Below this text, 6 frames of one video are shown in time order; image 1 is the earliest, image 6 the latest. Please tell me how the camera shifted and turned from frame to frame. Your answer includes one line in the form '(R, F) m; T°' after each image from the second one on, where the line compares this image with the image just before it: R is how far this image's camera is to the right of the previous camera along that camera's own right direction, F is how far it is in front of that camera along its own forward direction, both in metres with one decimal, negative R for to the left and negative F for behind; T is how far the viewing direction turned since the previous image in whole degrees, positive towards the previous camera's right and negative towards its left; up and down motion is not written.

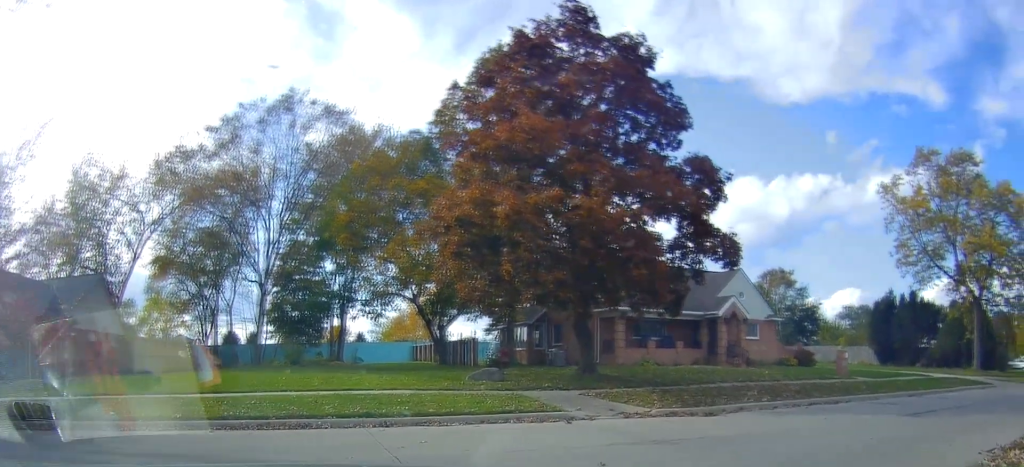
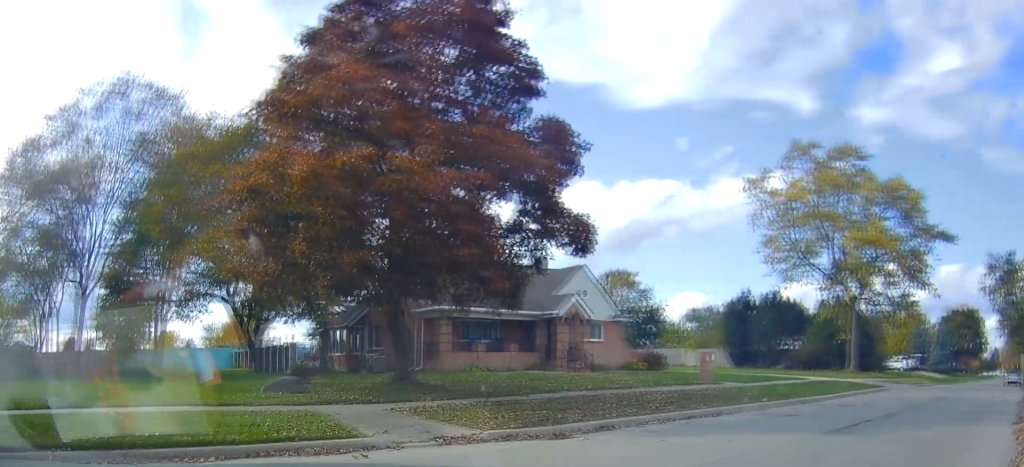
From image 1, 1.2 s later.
(+0.6, +3.2) m; +15°
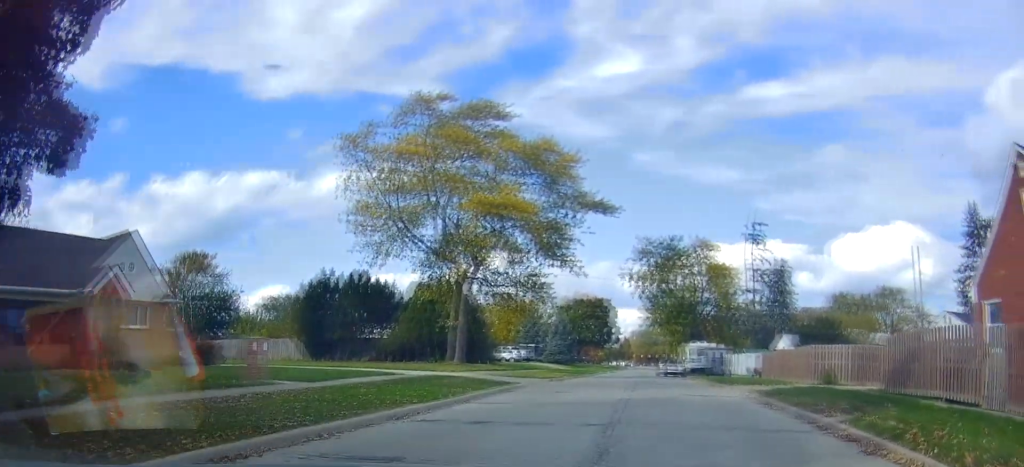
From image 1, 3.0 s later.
(+1.1, +6.0) m; +31°
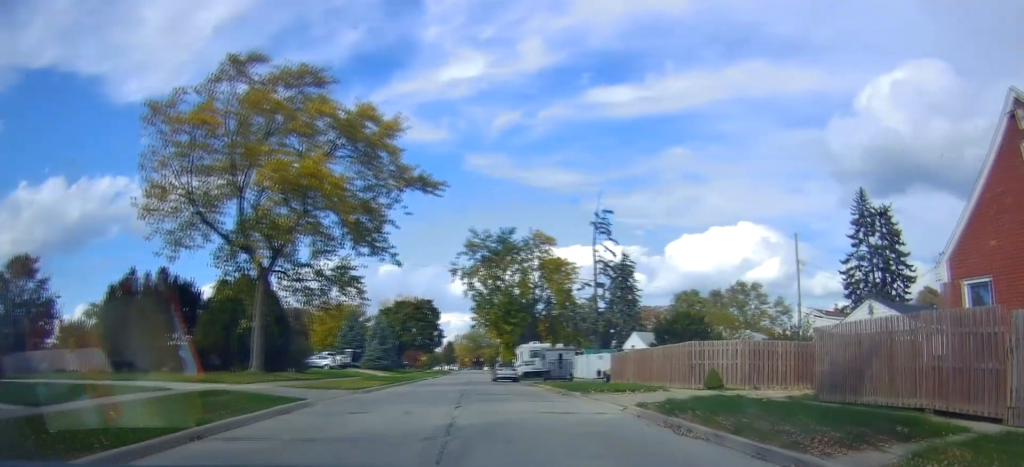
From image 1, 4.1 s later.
(+1.1, +5.3) m; +16°
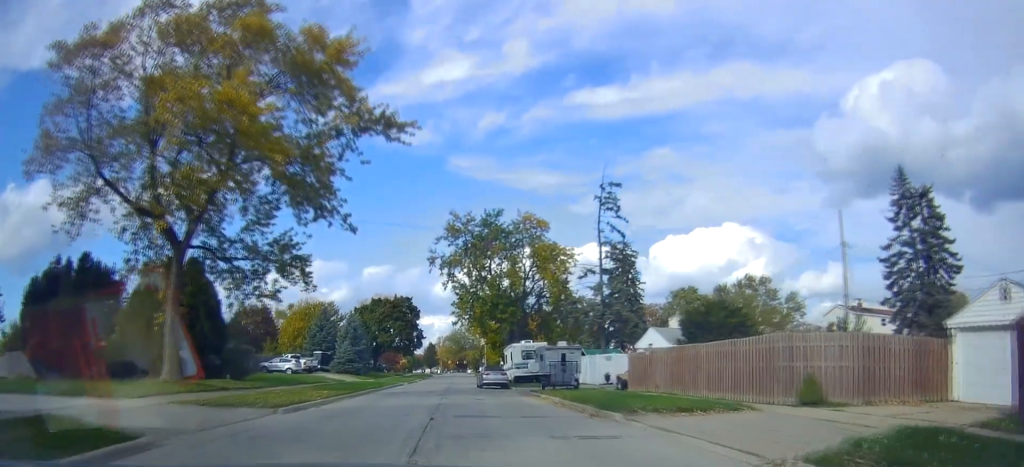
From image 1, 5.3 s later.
(+0.5, +7.4) m; +5°
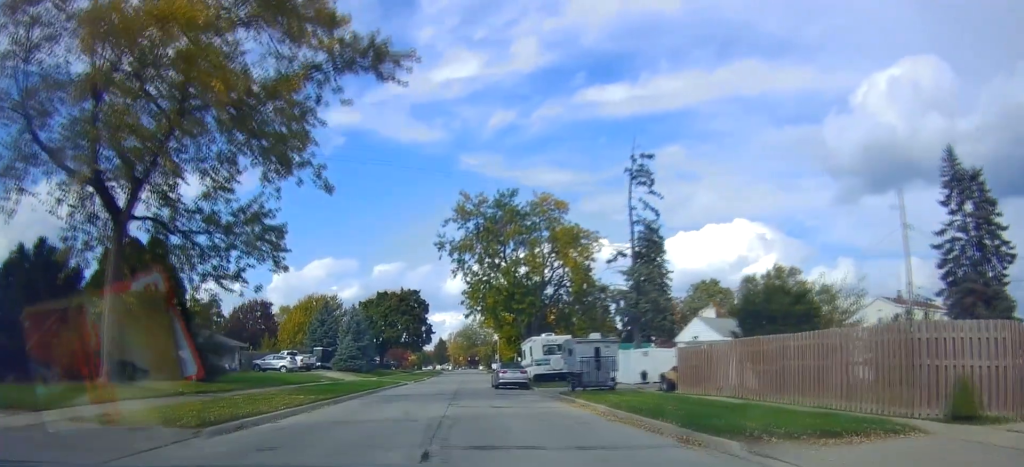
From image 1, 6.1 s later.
(+0.1, +4.7) m; +1°
